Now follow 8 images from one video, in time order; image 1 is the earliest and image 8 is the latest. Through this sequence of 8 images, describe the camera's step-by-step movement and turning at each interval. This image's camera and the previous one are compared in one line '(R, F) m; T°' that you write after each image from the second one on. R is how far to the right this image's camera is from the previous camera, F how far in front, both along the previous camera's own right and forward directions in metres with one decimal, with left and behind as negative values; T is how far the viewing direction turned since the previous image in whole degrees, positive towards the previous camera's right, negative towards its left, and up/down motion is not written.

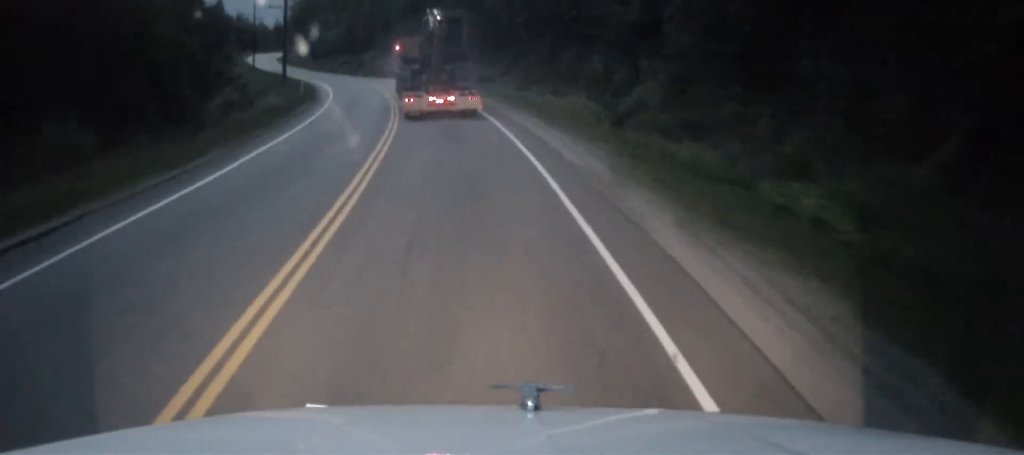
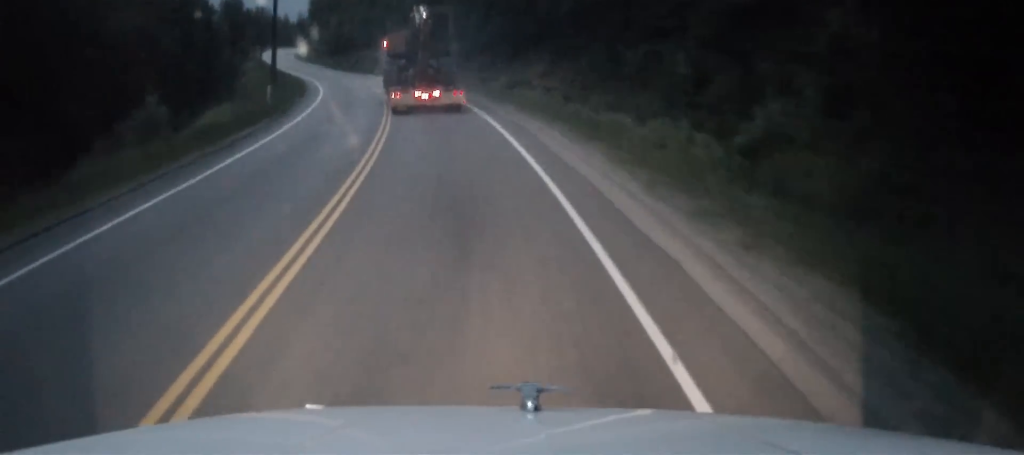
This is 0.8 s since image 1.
(-0.1, +15.2) m; -3°
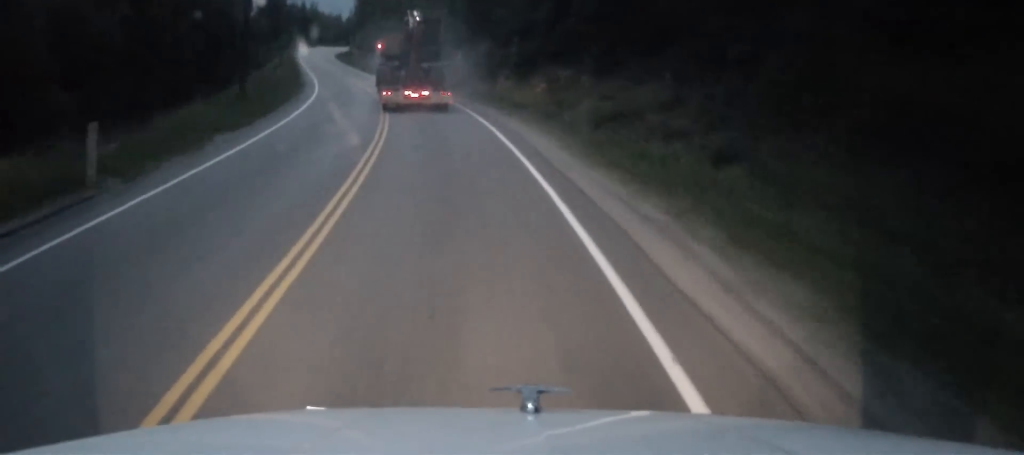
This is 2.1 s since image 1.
(-1.3, +23.4) m; -9°
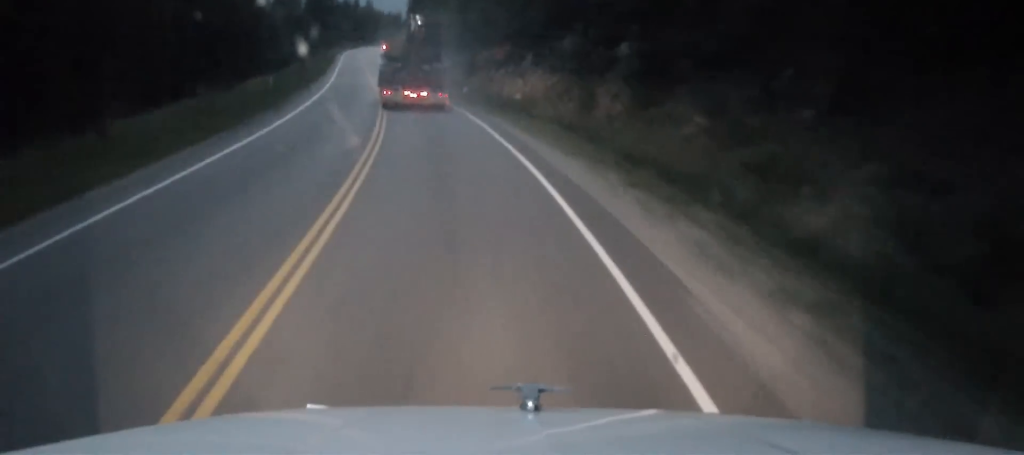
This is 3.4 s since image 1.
(-3.2, +23.9) m; -9°
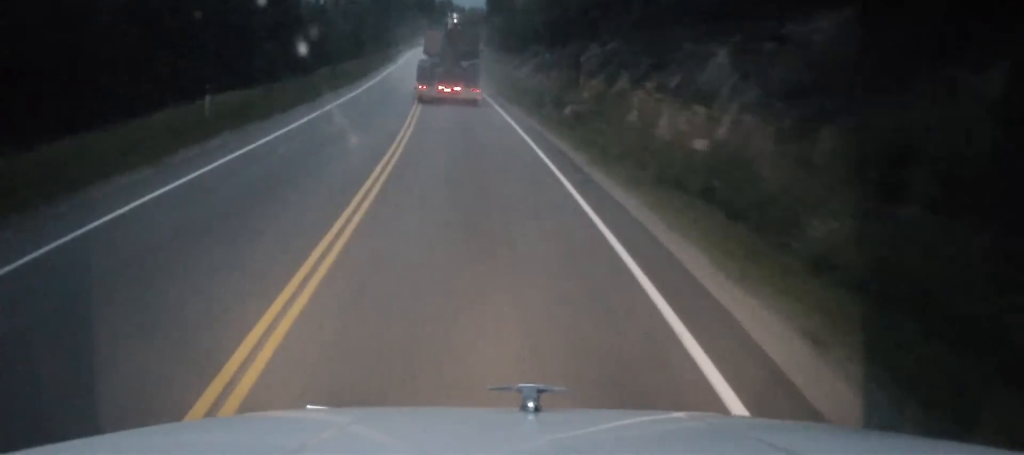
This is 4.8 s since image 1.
(+1.1, +26.8) m; +4°
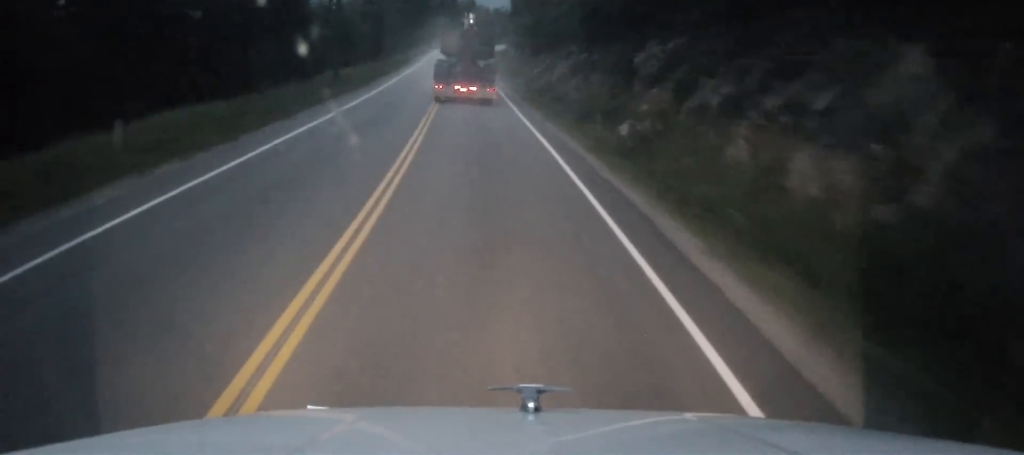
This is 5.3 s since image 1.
(-0.2, +9.3) m; +2°
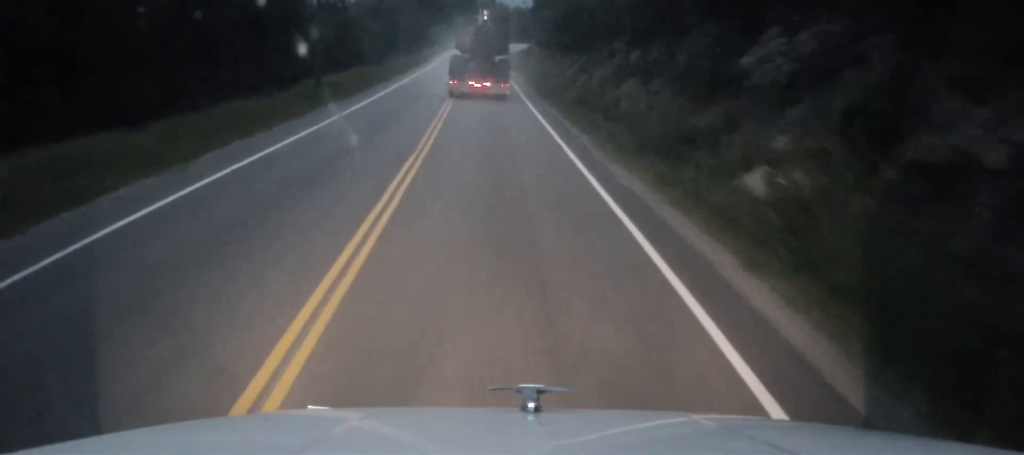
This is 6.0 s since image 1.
(+0.4, +12.4) m; +2°
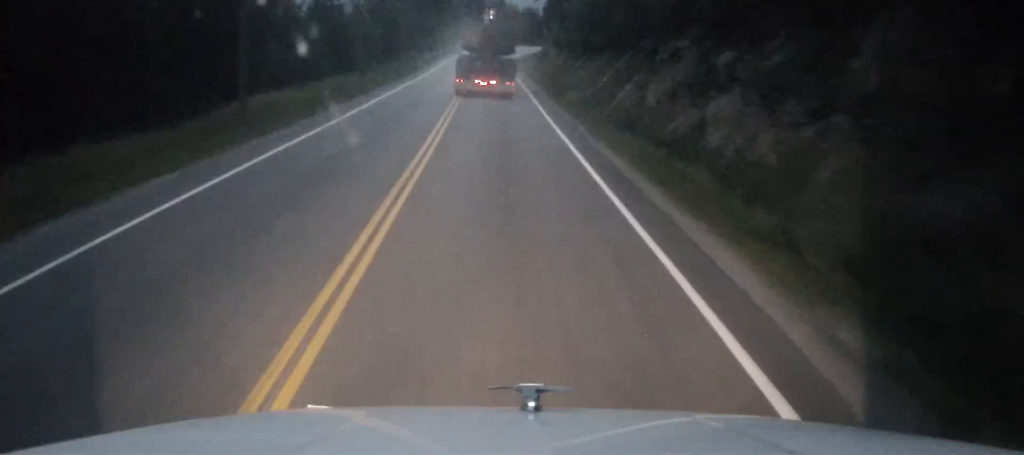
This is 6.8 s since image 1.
(+0.6, +14.9) m; +1°
